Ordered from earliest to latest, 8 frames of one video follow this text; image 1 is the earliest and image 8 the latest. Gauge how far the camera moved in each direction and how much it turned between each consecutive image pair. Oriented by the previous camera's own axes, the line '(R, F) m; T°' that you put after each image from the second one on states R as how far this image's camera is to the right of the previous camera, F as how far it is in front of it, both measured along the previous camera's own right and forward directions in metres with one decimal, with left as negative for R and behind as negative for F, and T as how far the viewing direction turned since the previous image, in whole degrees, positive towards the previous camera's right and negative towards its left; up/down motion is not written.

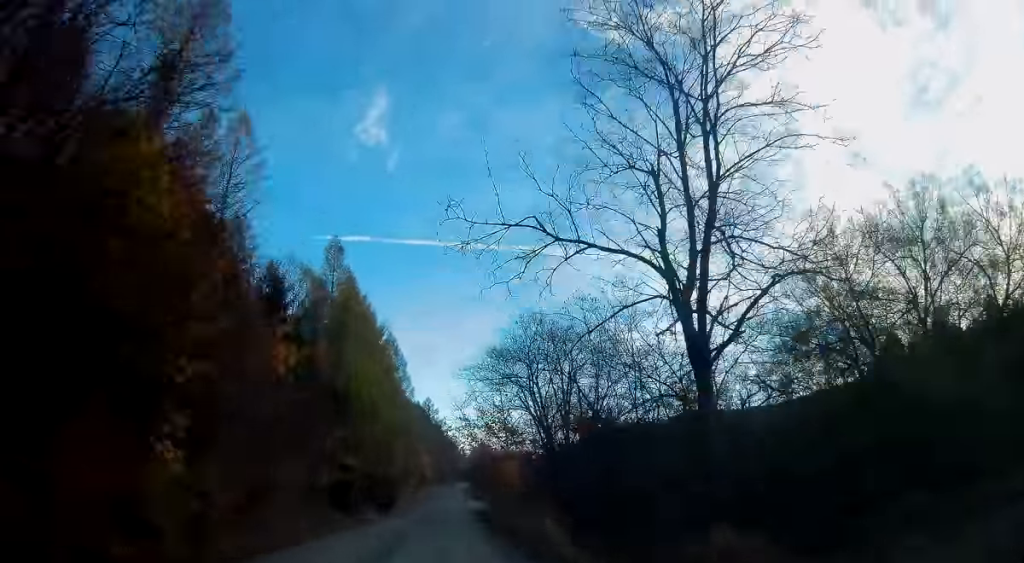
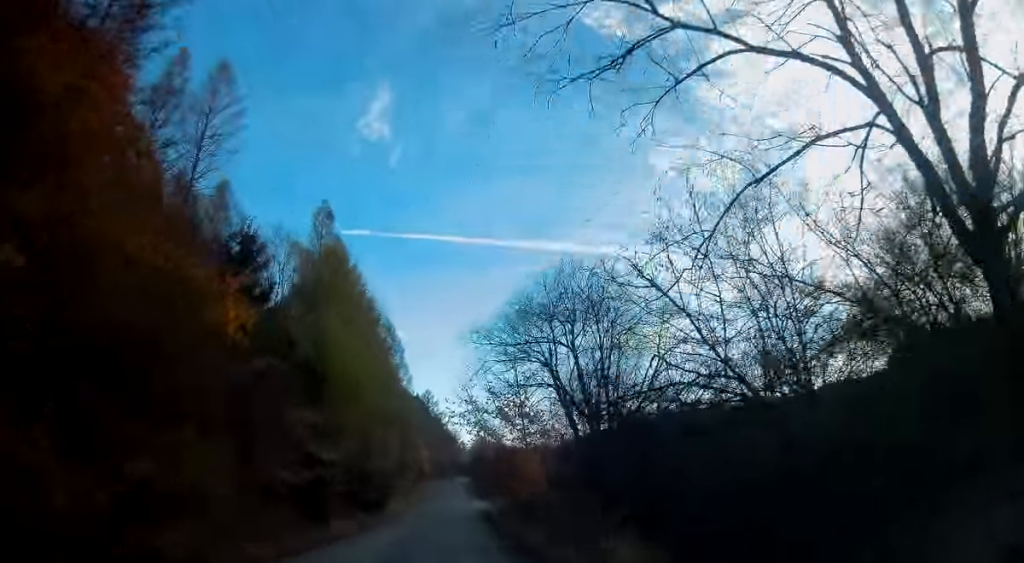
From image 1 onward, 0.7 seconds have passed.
(-0.3, +7.9) m; 0°
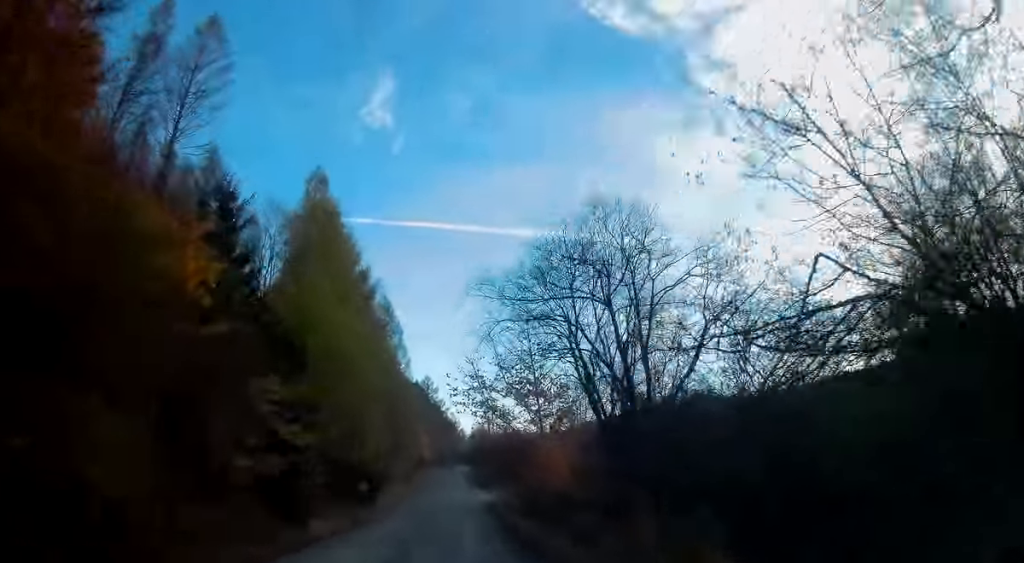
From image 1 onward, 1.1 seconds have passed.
(+0.2, +4.6) m; +1°
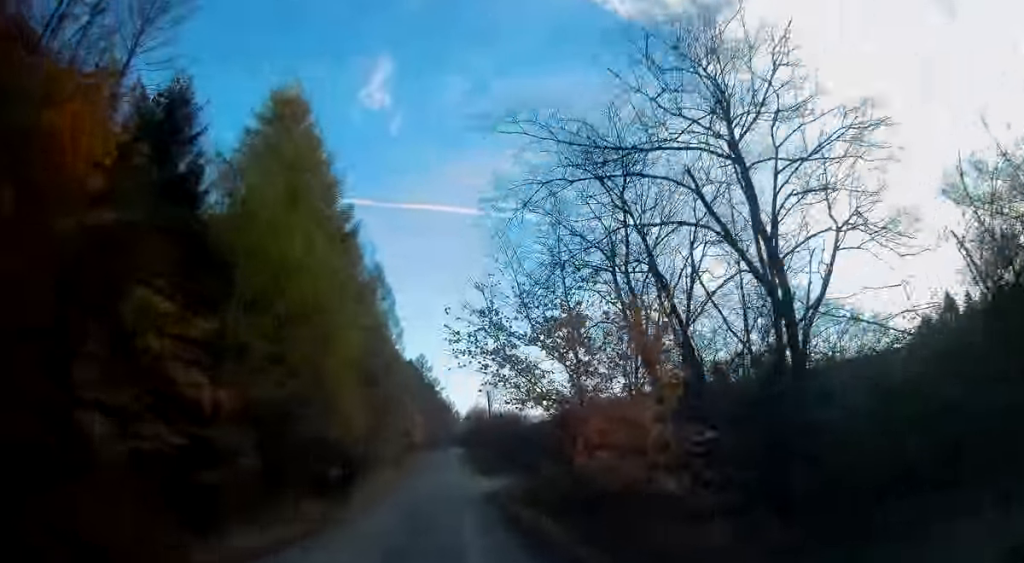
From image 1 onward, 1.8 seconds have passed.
(+0.2, +8.1) m; +1°
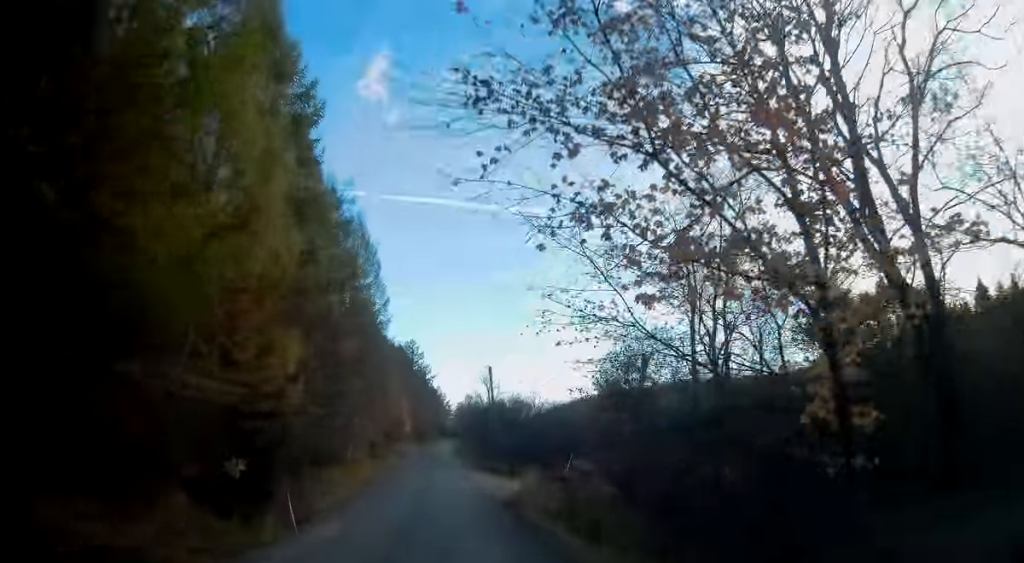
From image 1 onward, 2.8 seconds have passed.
(0.0, +12.1) m; 0°
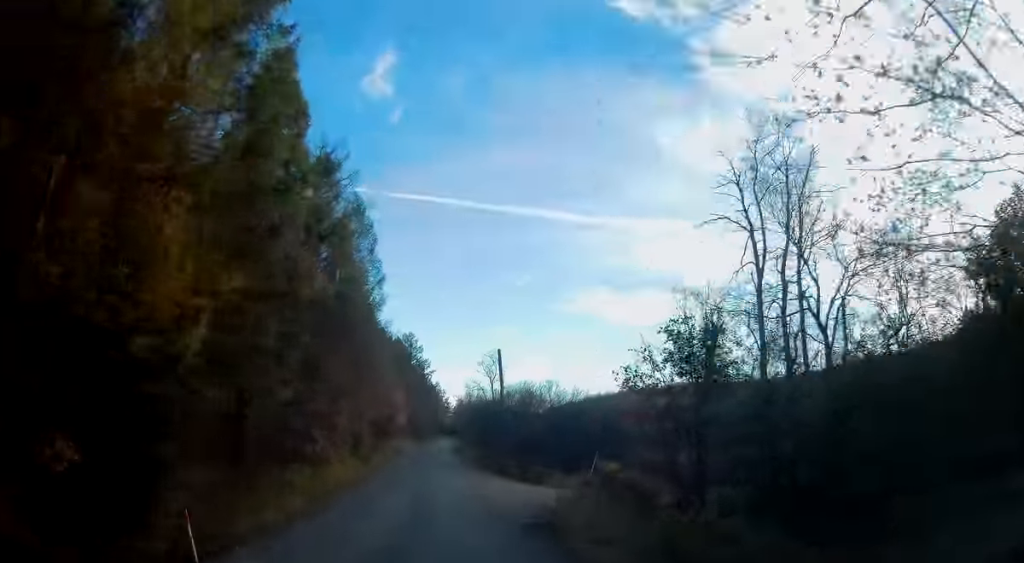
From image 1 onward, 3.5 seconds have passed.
(0.0, +7.8) m; 0°
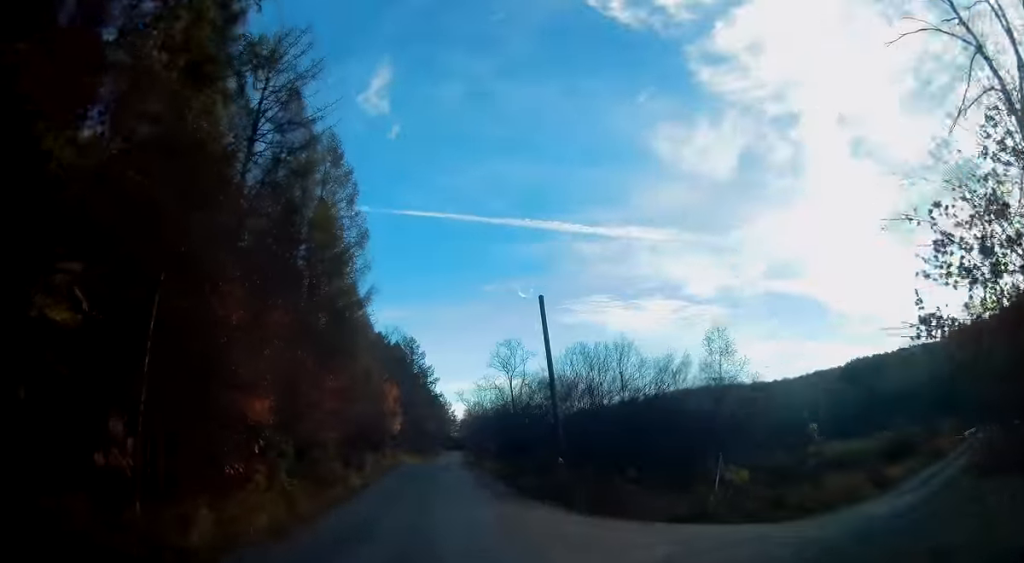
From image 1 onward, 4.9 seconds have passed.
(0.0, +16.6) m; 0°
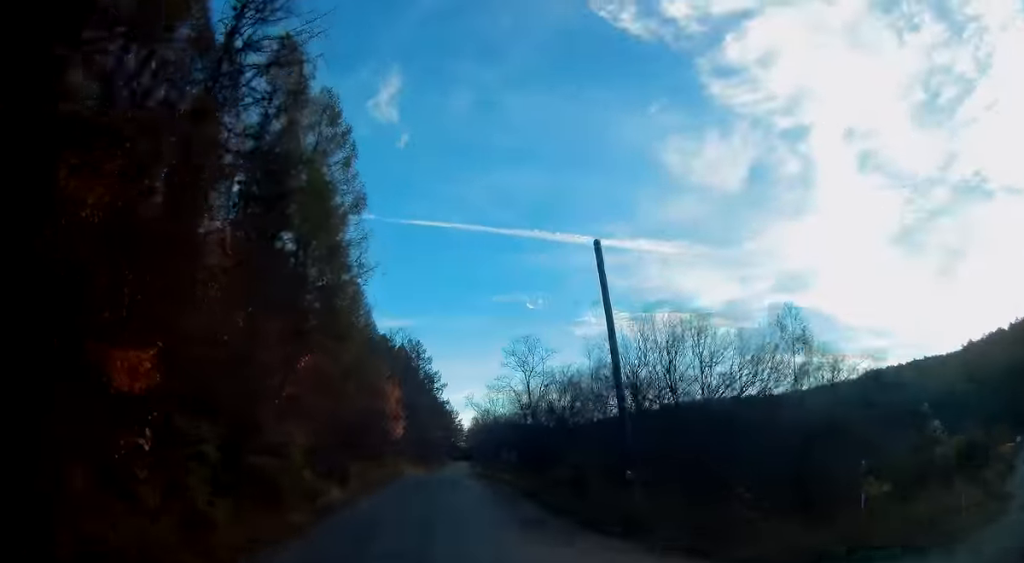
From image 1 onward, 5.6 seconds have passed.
(0.0, +8.1) m; +1°
